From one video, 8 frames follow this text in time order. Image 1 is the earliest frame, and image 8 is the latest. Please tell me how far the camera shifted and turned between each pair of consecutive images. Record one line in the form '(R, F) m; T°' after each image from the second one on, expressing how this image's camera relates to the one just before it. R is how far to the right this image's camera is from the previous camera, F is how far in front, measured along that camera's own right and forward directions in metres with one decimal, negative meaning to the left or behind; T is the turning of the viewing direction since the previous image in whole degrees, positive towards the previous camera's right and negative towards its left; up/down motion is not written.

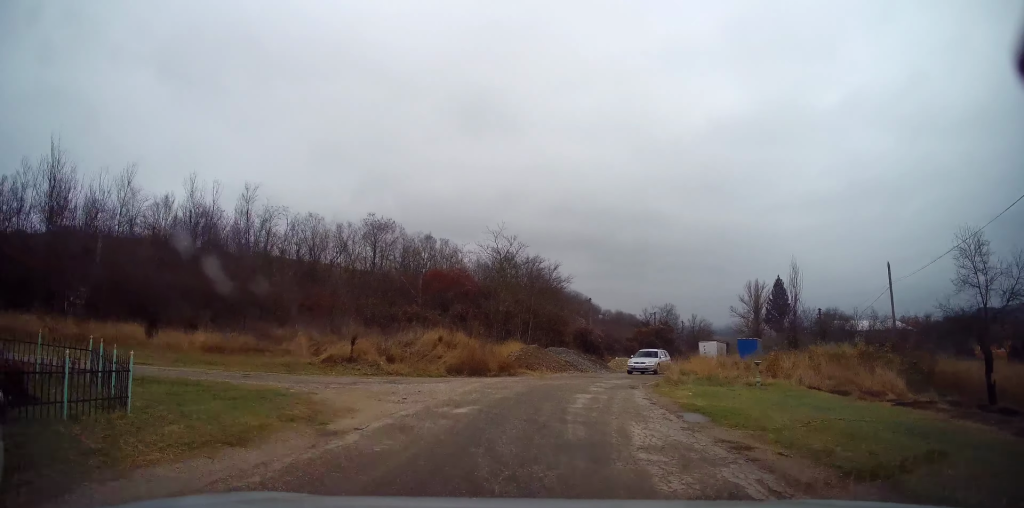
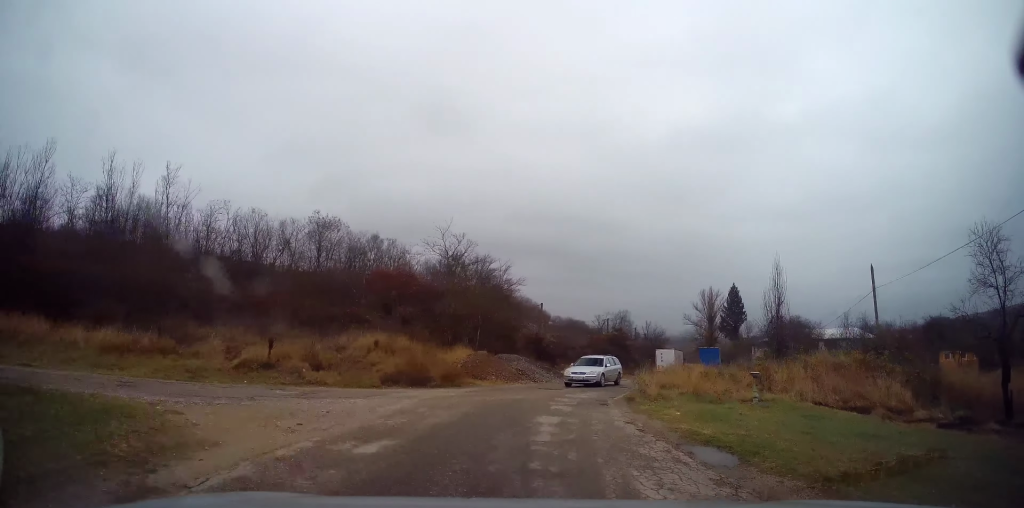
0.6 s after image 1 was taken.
(+0.1, +2.9) m; +1°
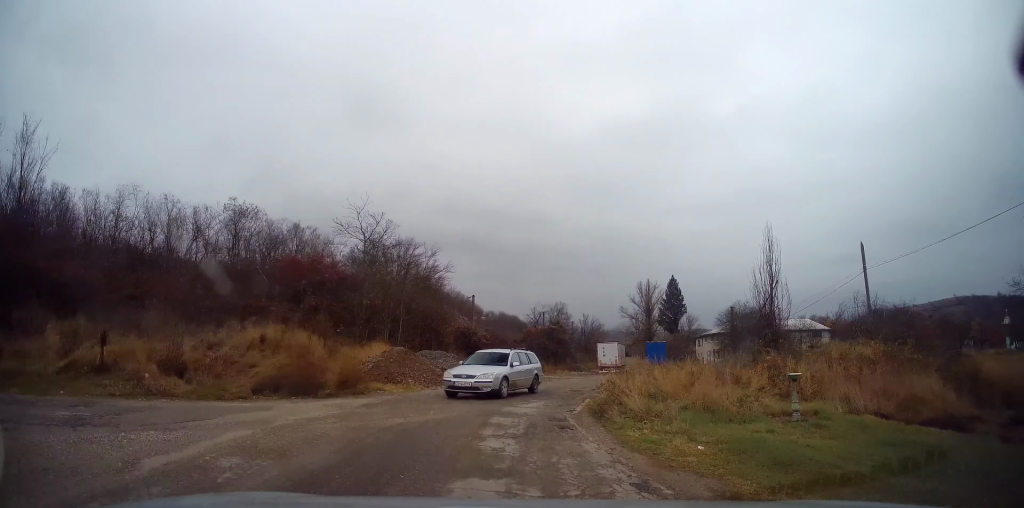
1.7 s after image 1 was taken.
(+0.1, +4.8) m; +4°
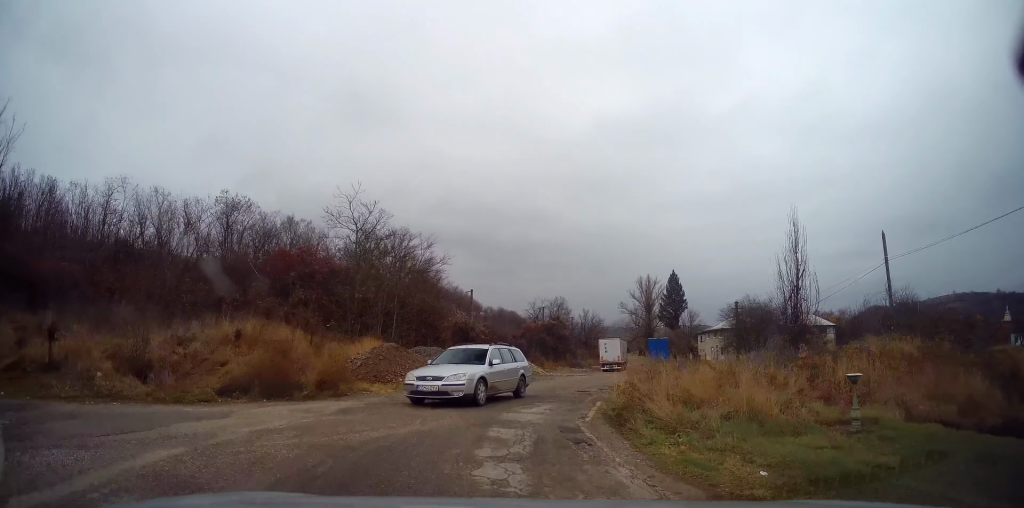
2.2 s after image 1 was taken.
(-0.1, +1.8) m; +2°
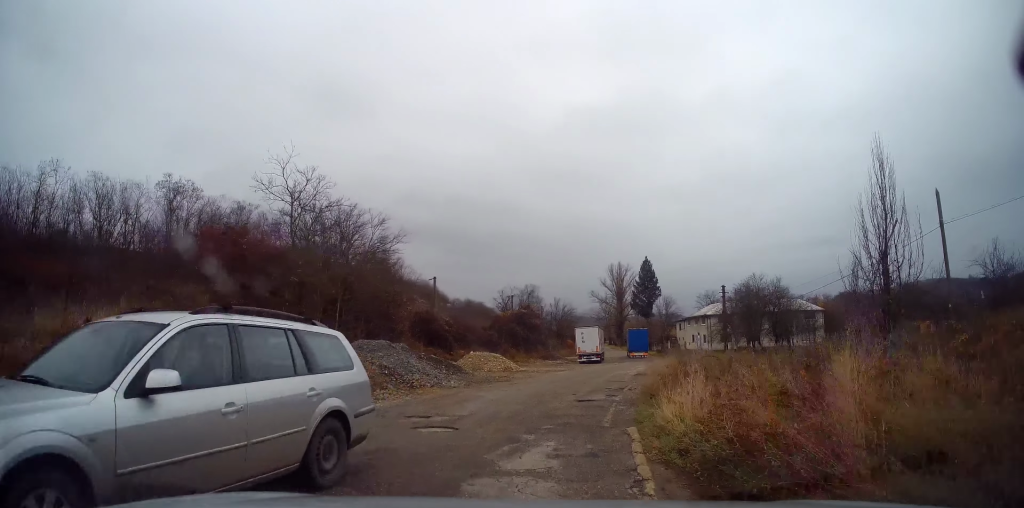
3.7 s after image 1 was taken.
(+0.5, +6.1) m; +5°
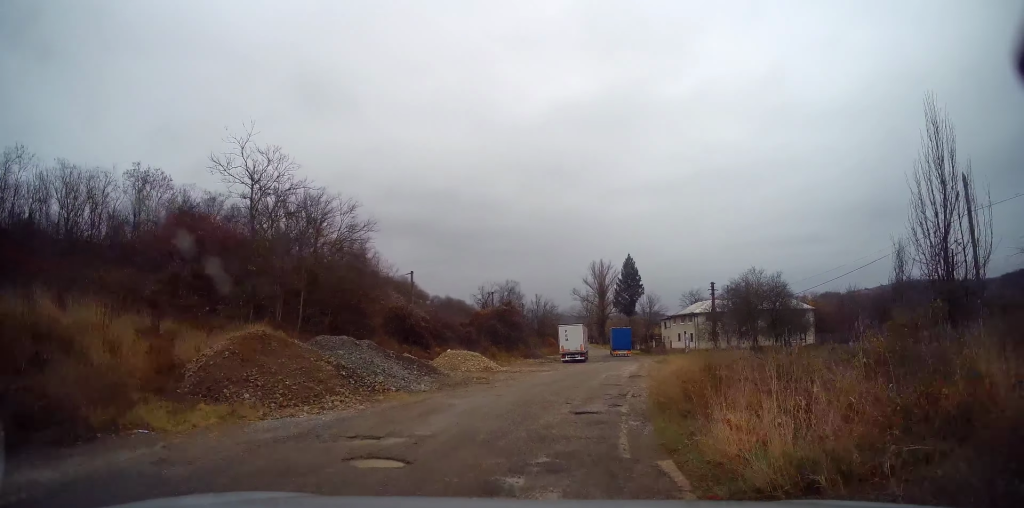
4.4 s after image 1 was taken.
(-0.1, +2.7) m; +2°
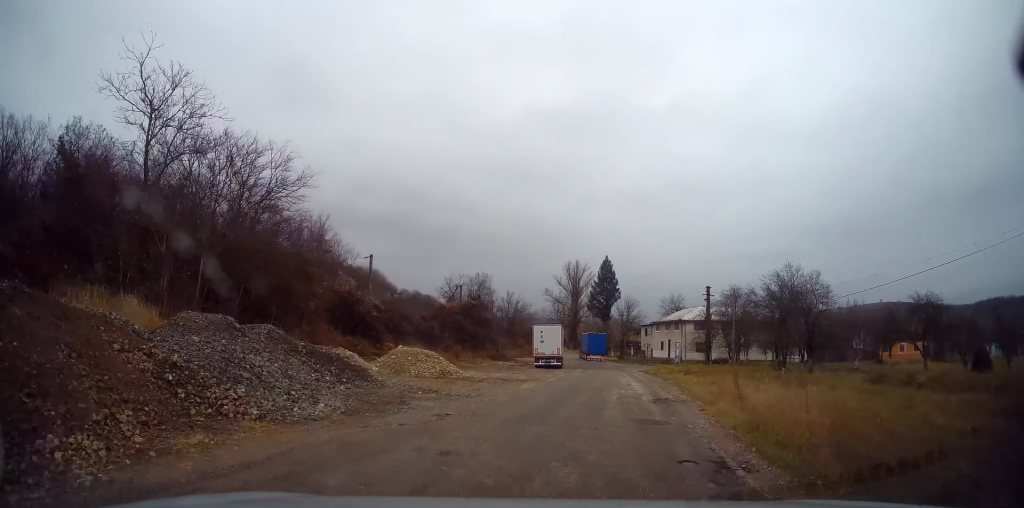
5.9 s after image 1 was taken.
(+0.2, +7.1) m; +2°
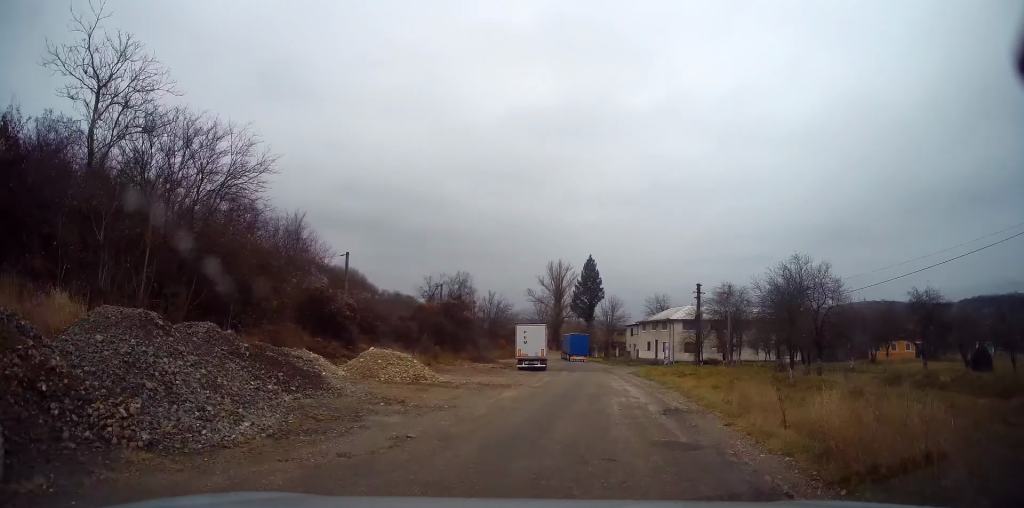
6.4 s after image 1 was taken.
(0.0, +2.4) m; +3°
